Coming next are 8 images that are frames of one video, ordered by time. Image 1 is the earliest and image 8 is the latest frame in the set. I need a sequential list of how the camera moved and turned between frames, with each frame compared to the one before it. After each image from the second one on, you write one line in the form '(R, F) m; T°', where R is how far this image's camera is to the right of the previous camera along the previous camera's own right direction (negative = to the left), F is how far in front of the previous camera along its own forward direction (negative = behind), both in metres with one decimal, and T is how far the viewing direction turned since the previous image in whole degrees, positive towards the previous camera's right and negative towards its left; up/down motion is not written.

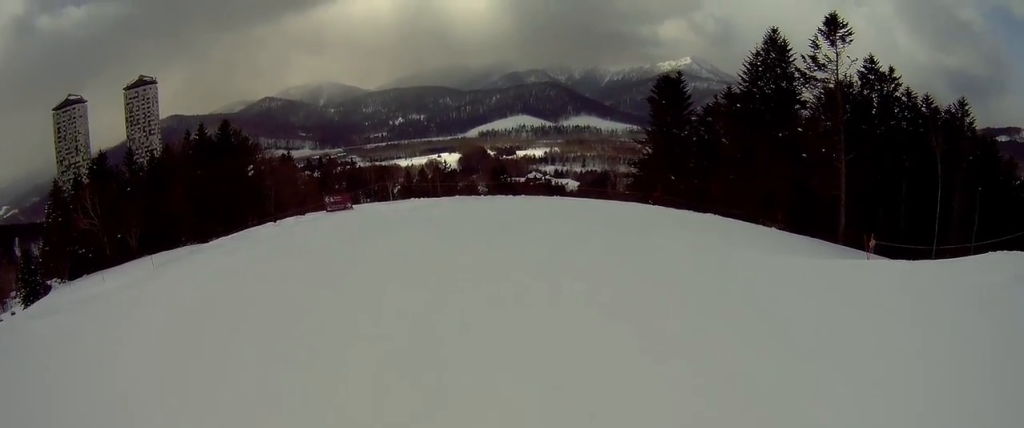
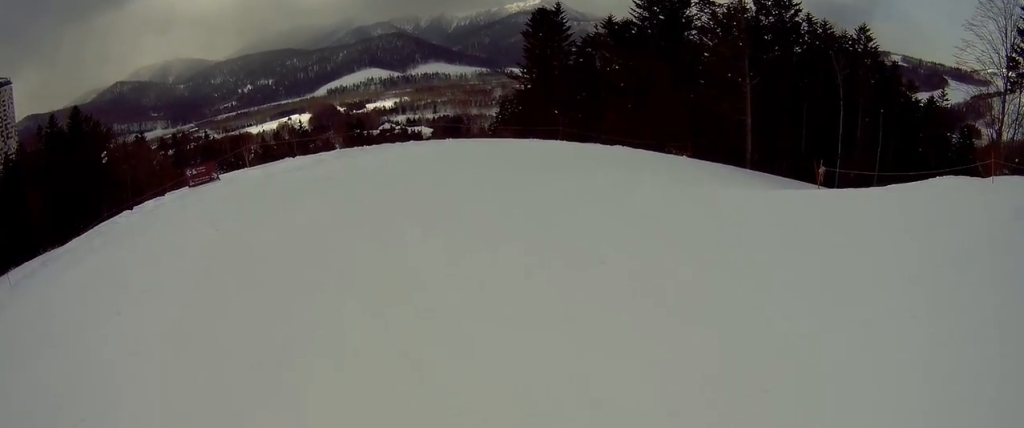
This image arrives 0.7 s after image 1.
(+0.5, +4.2) m; +7°
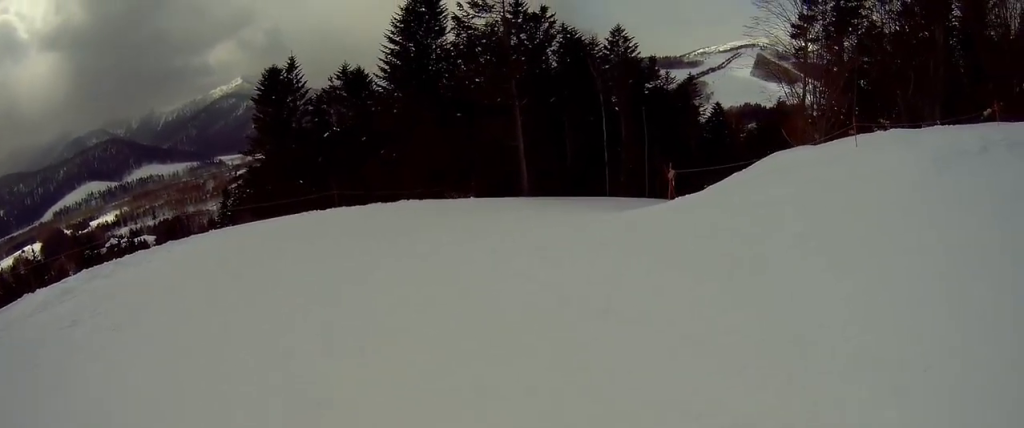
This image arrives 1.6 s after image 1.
(0.0, +5.7) m; +25°
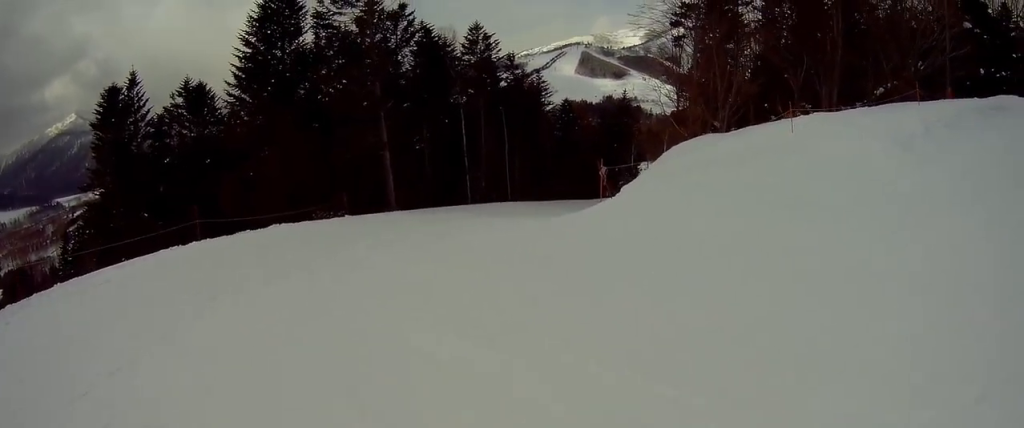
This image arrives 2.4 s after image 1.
(+1.9, +3.4) m; +17°
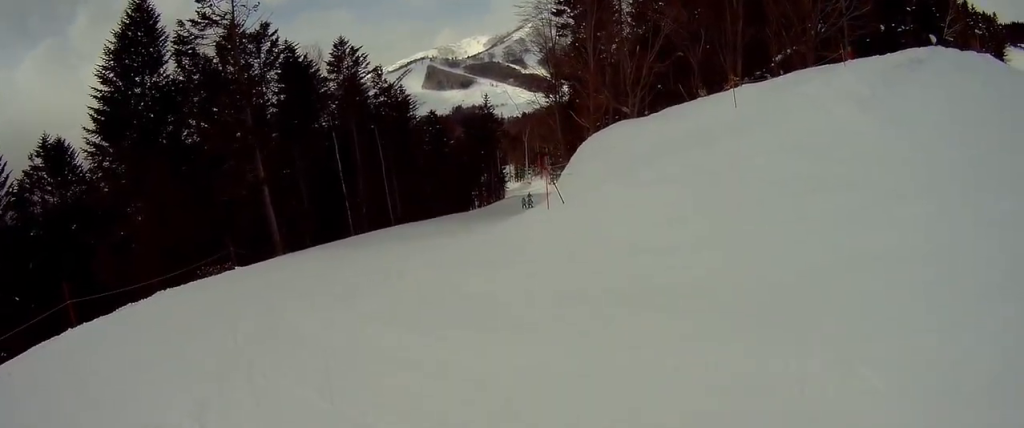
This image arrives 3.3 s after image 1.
(+0.2, +4.2) m; +18°
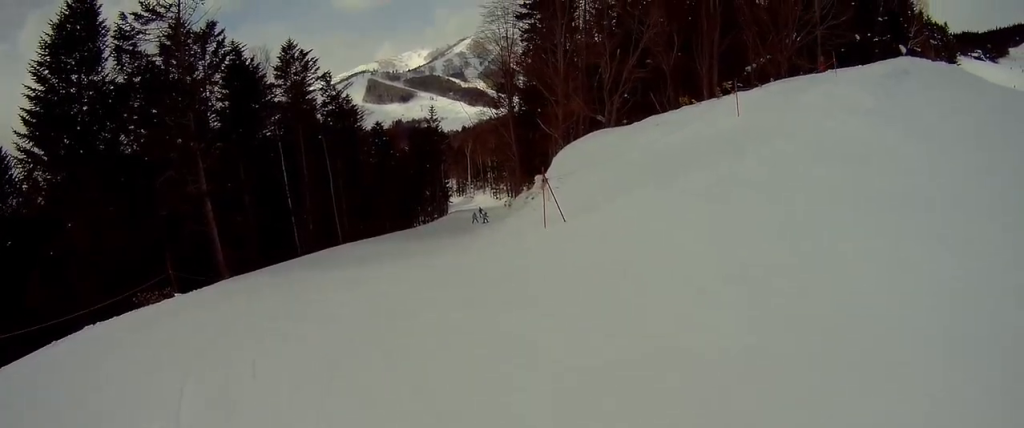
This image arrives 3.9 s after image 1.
(-0.2, +3.1) m; +13°
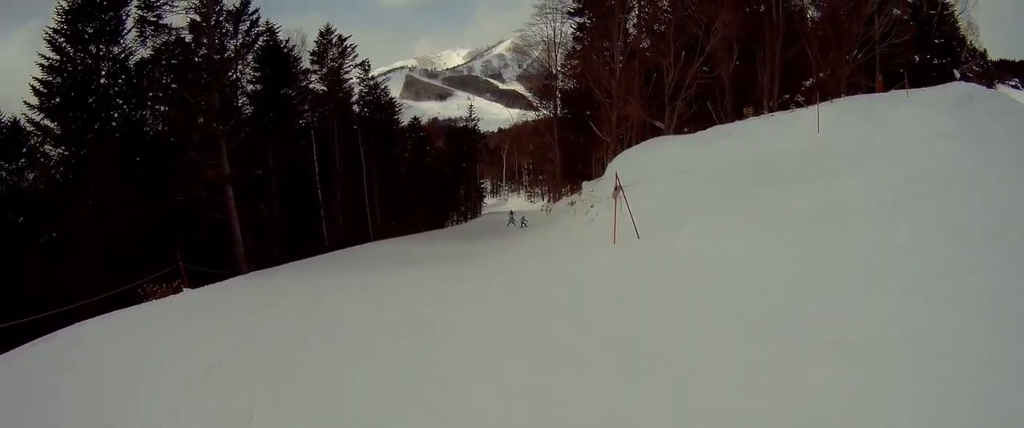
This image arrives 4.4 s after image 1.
(+1.3, +2.4) m; +7°
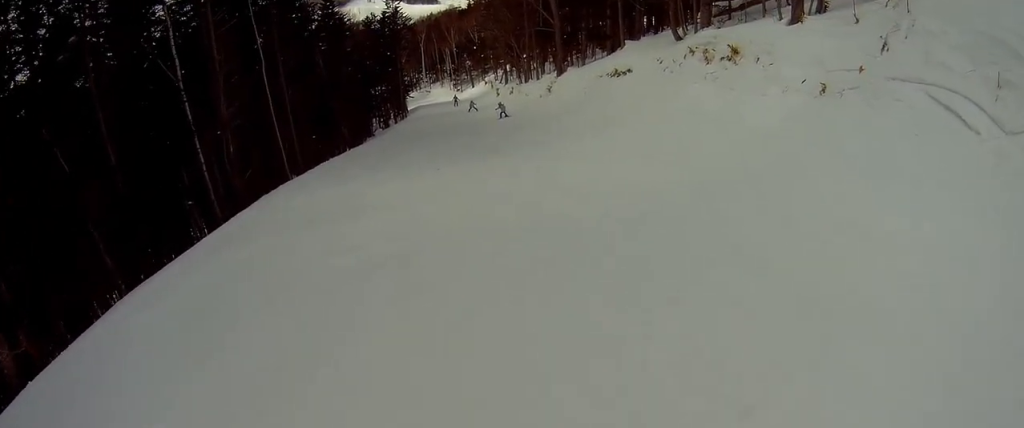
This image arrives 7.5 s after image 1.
(-0.1, +18.0) m; +15°
